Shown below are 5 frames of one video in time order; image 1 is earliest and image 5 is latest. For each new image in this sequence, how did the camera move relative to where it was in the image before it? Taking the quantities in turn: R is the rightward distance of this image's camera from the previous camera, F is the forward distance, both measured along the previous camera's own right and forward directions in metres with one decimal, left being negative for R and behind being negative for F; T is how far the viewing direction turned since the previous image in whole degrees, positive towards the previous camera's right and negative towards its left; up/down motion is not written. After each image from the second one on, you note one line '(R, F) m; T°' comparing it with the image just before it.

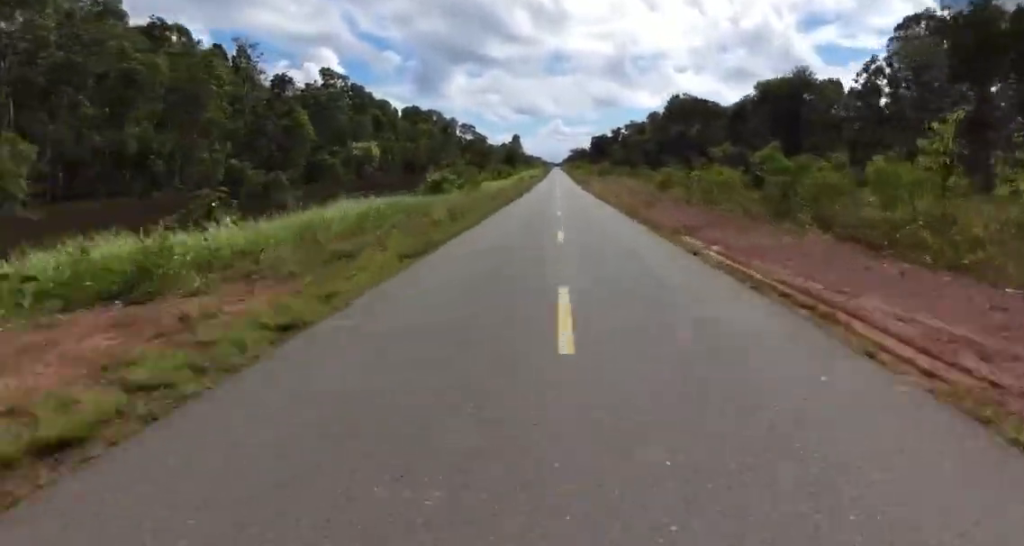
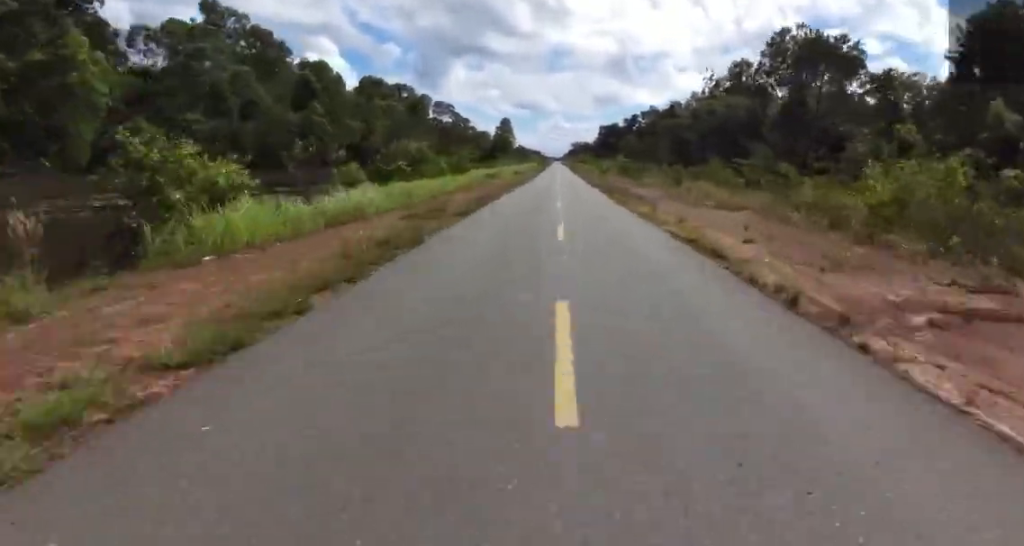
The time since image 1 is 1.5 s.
(-0.2, +42.1) m; +3°
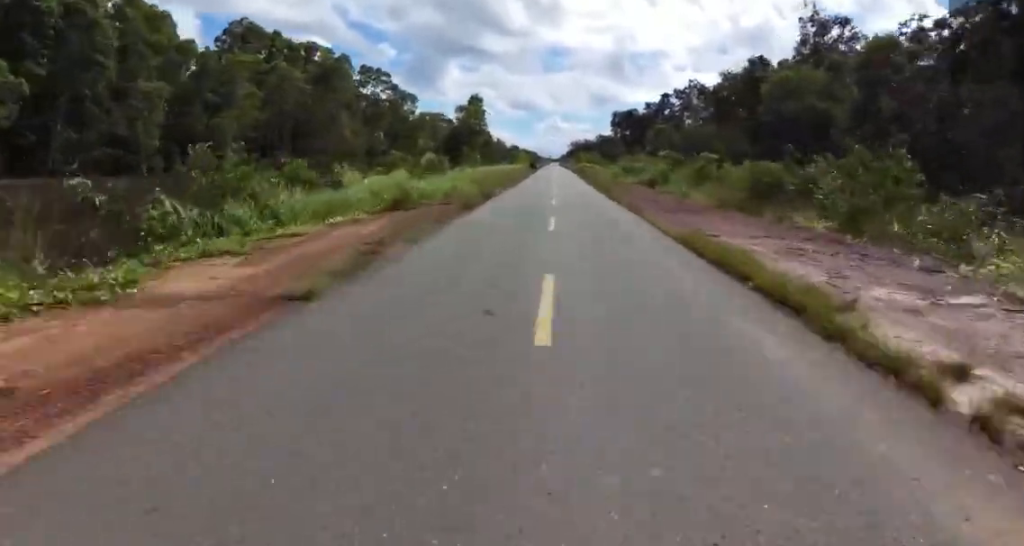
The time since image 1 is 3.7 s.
(+0.8, +55.1) m; +1°
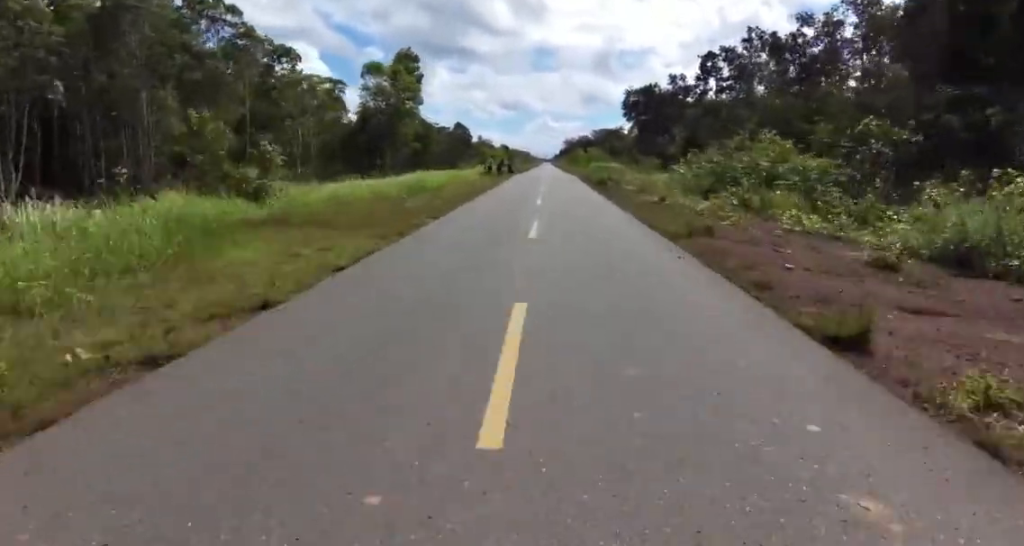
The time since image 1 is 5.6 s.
(+0.5, +42.8) m; +1°
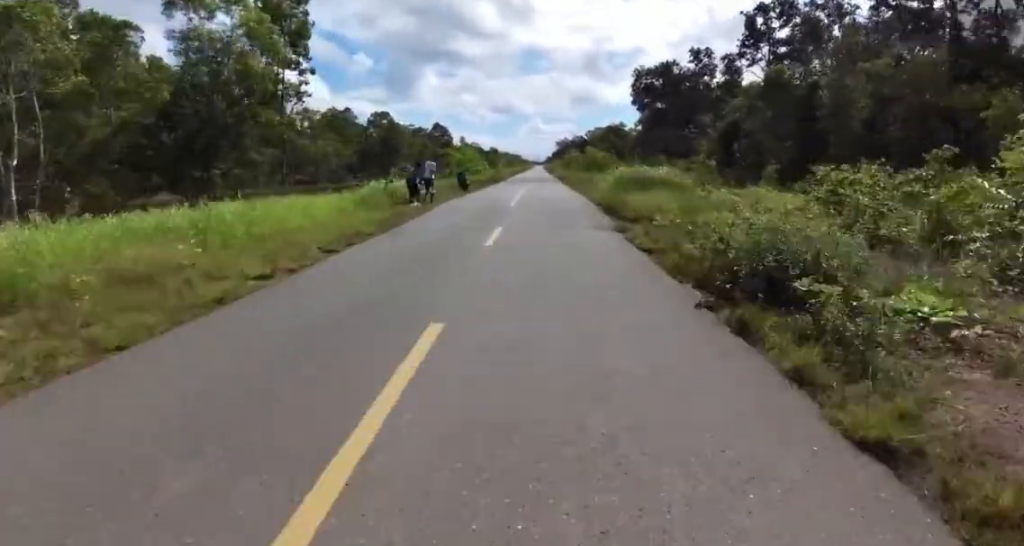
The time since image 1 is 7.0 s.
(+1.3, +24.8) m; +1°
